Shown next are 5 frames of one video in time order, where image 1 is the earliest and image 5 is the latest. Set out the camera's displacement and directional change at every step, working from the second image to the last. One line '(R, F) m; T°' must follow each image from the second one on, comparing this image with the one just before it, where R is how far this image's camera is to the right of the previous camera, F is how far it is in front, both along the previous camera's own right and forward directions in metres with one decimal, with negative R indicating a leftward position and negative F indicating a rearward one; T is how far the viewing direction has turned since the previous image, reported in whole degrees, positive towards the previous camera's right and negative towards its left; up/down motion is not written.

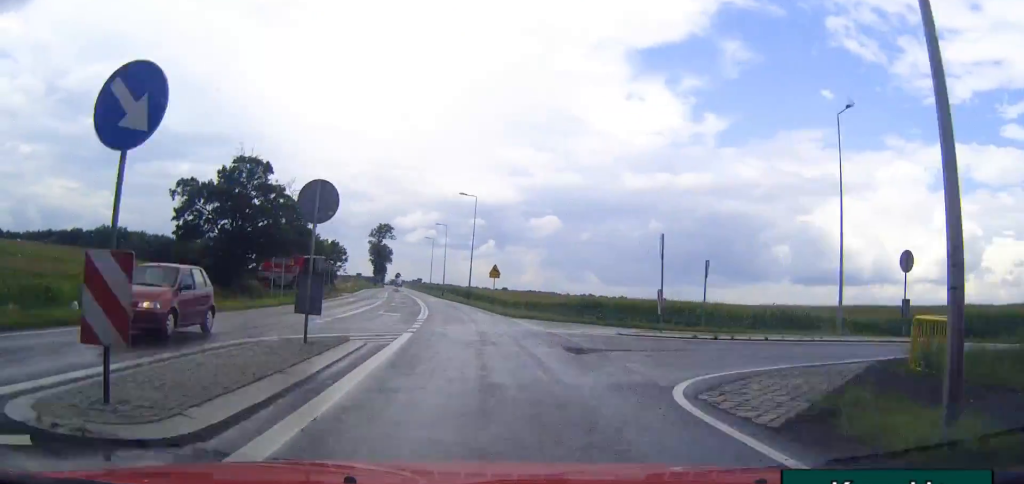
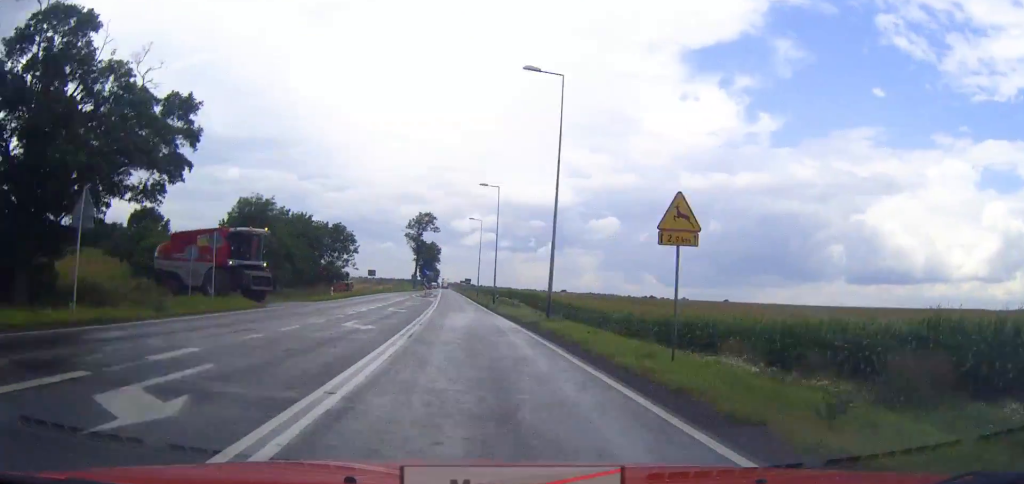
(-1.5, +40.0) m; -3°
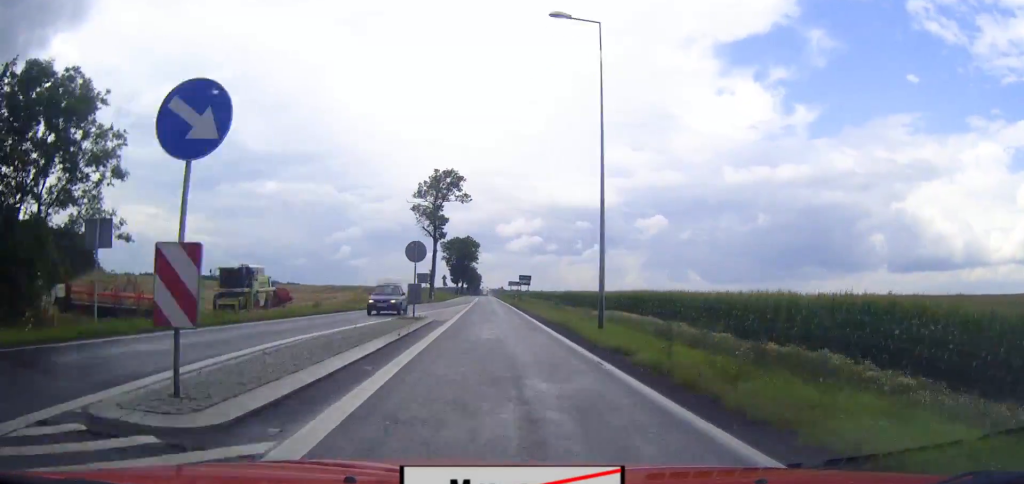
(-1.9, +72.1) m; -2°
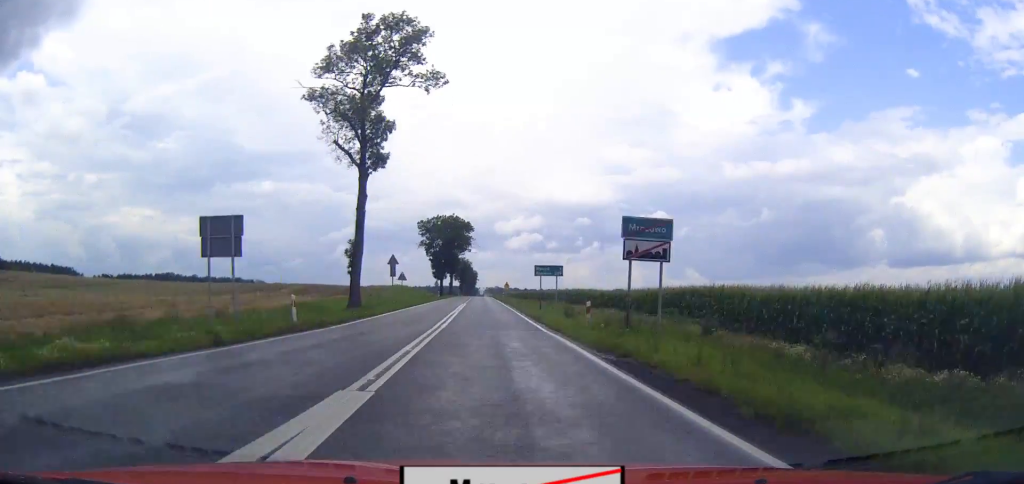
(0.0, +64.4) m; 0°
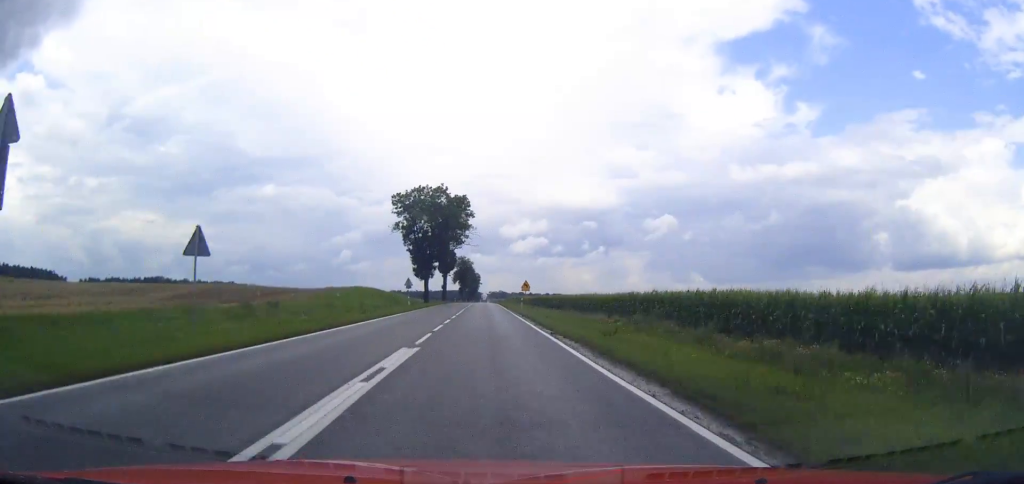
(-0.1, +50.7) m; 0°
